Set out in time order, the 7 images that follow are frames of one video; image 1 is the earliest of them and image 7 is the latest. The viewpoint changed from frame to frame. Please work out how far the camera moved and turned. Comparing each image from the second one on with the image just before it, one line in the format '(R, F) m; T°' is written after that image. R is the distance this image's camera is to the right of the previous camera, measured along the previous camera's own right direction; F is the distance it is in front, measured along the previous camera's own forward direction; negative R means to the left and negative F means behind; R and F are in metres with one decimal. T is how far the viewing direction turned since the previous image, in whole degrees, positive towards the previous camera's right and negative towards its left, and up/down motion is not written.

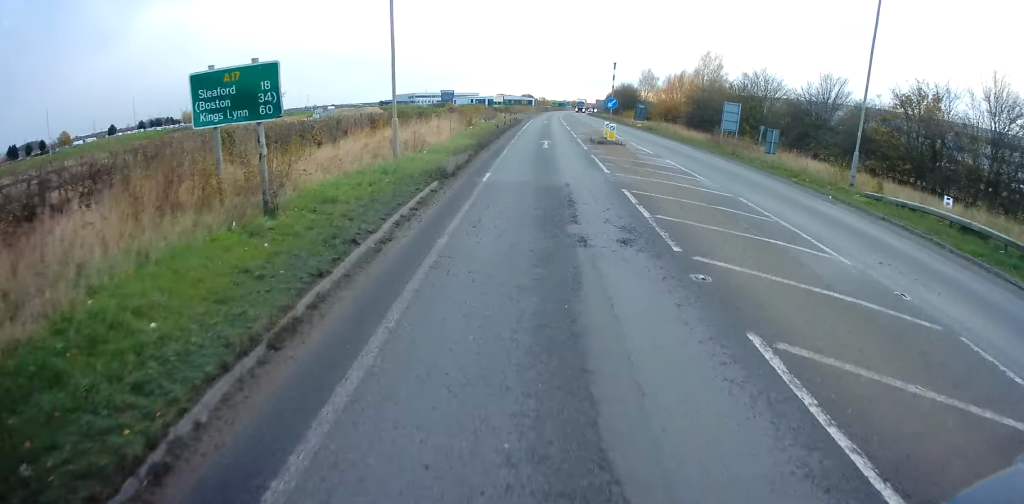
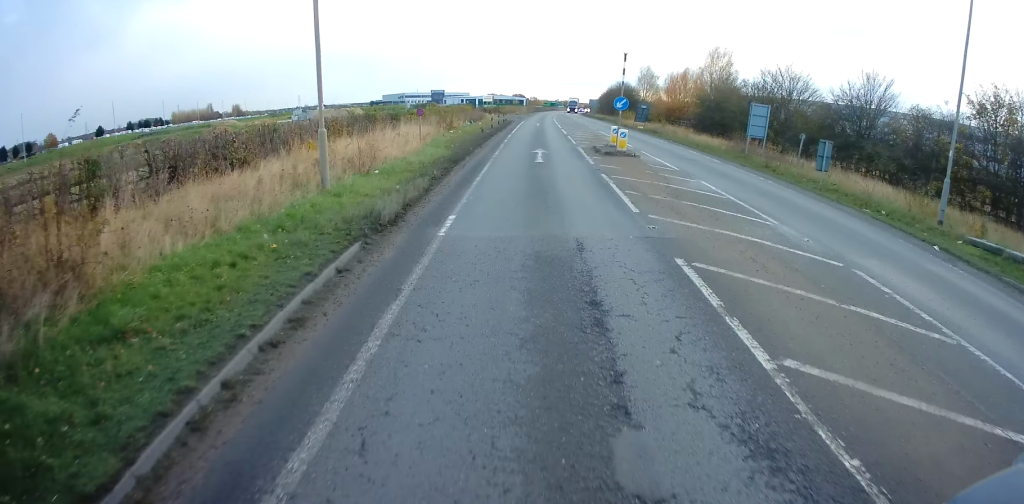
(+0.2, +6.4) m; 0°
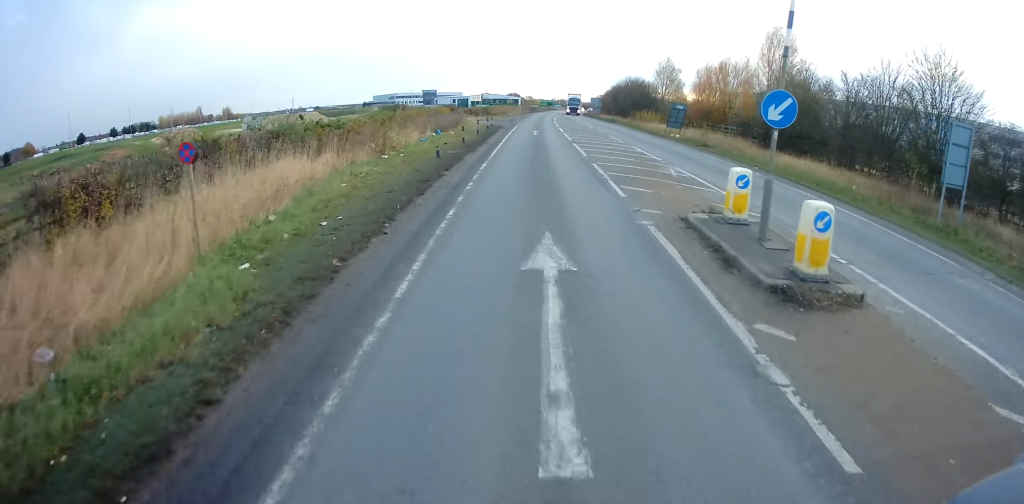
(-0.2, +17.2) m; 0°
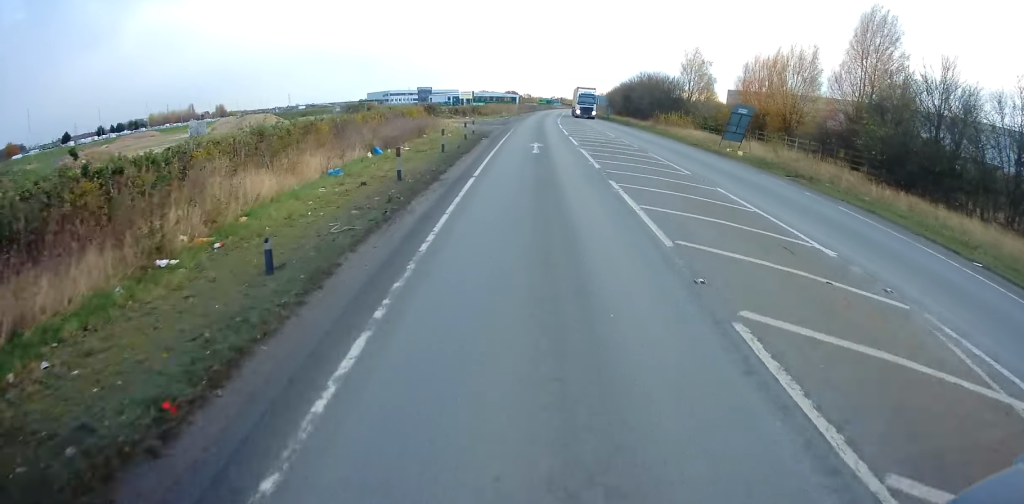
(+0.4, +14.5) m; +2°
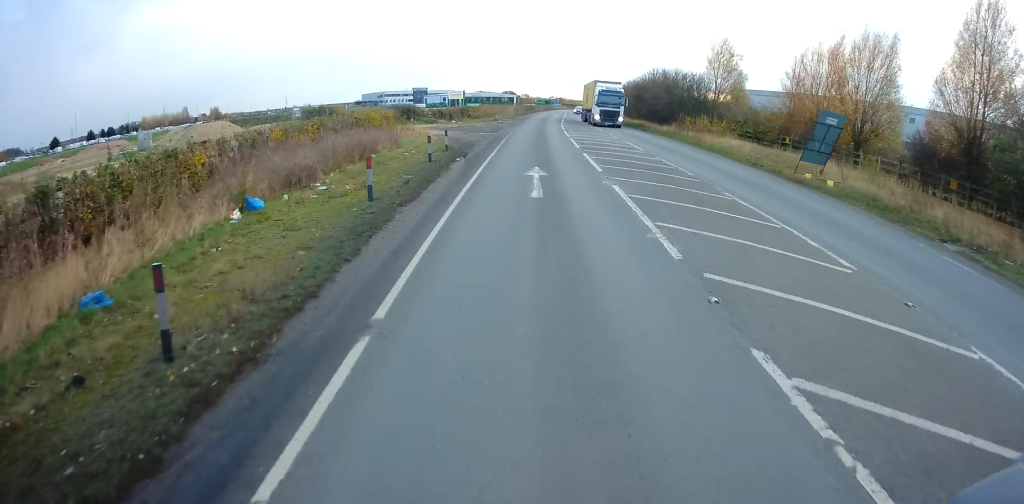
(0.0, +10.7) m; 0°
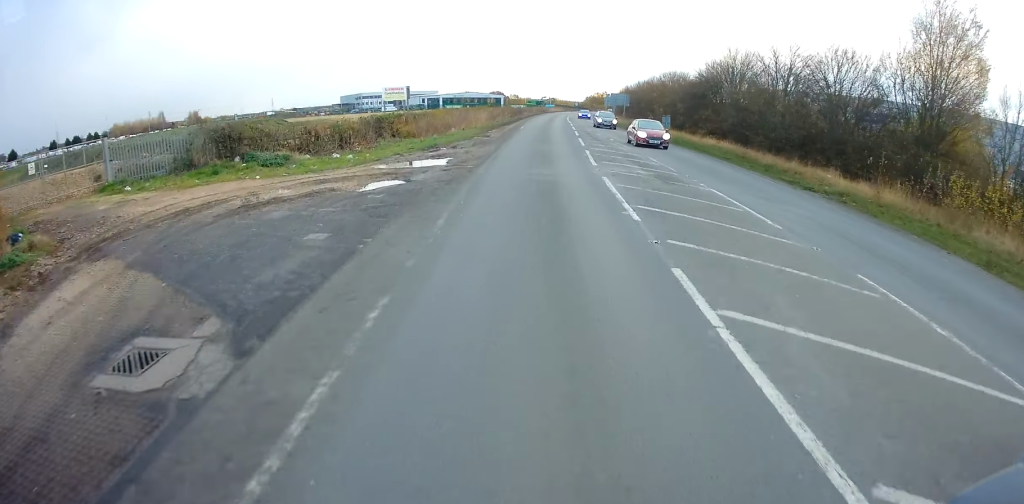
(-0.2, +34.6) m; 0°
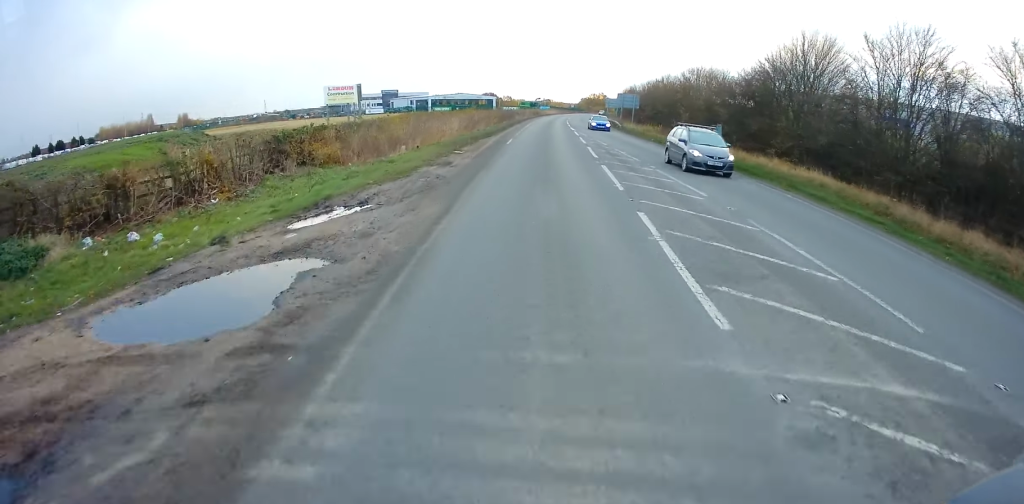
(+0.1, +13.9) m; +2°
